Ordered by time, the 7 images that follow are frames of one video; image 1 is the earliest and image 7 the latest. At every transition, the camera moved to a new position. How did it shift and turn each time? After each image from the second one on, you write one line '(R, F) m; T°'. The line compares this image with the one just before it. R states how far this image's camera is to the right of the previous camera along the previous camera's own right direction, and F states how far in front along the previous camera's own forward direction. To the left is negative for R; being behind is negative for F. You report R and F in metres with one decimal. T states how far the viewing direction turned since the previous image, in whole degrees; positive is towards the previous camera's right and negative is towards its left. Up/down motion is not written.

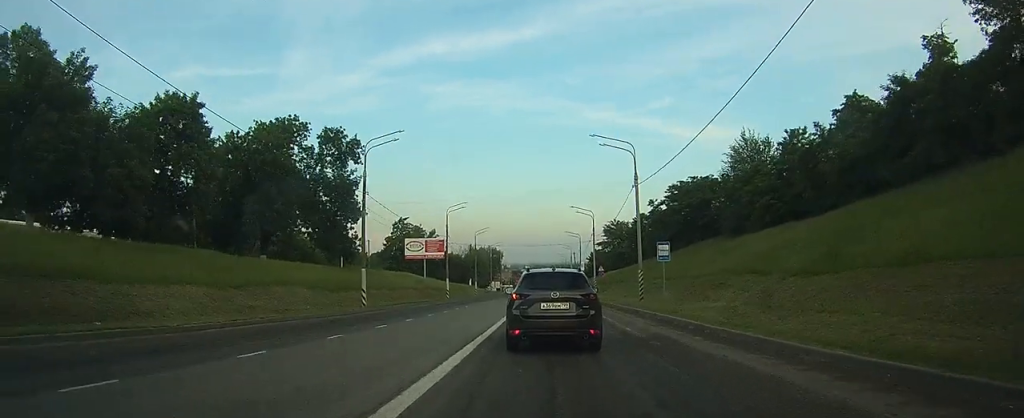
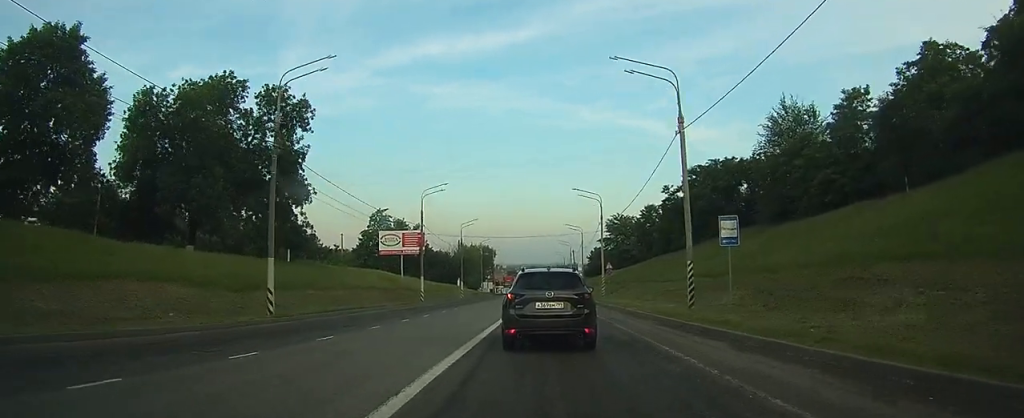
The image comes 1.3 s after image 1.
(+0.1, +12.0) m; +1°
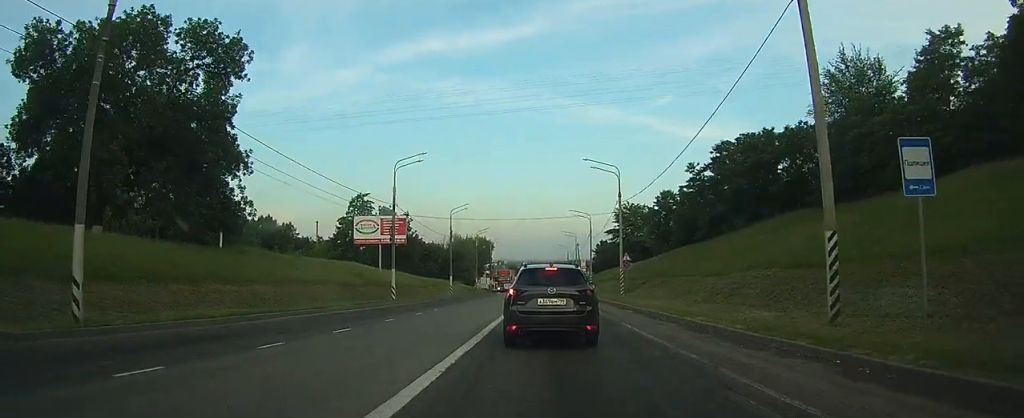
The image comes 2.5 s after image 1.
(0.0, +10.8) m; 0°
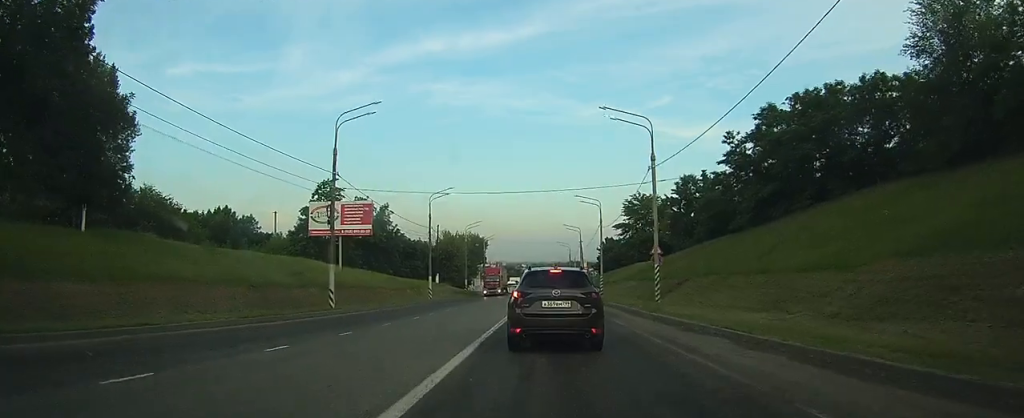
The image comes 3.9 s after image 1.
(-0.1, +12.6) m; -1°
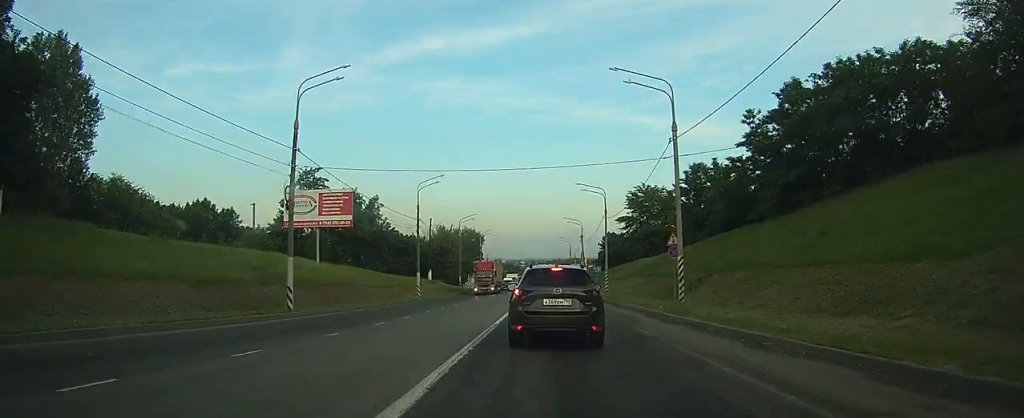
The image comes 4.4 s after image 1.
(0.0, +5.2) m; 0°
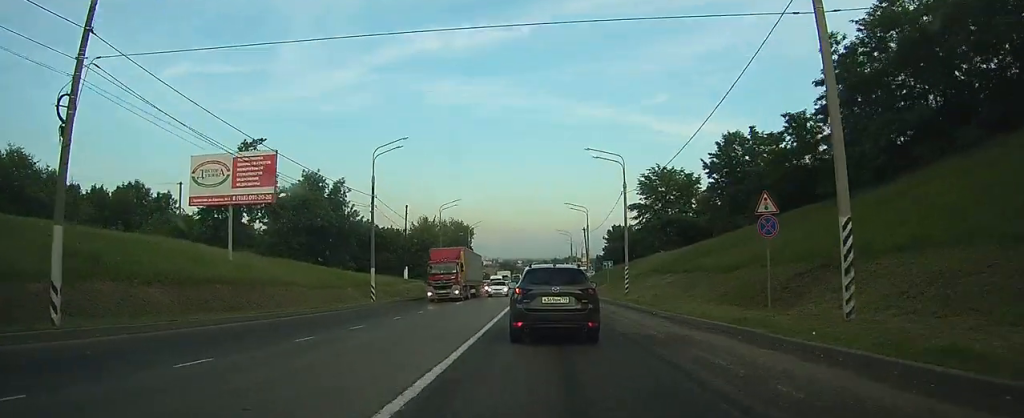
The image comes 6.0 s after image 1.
(+0.1, +13.9) m; +1°
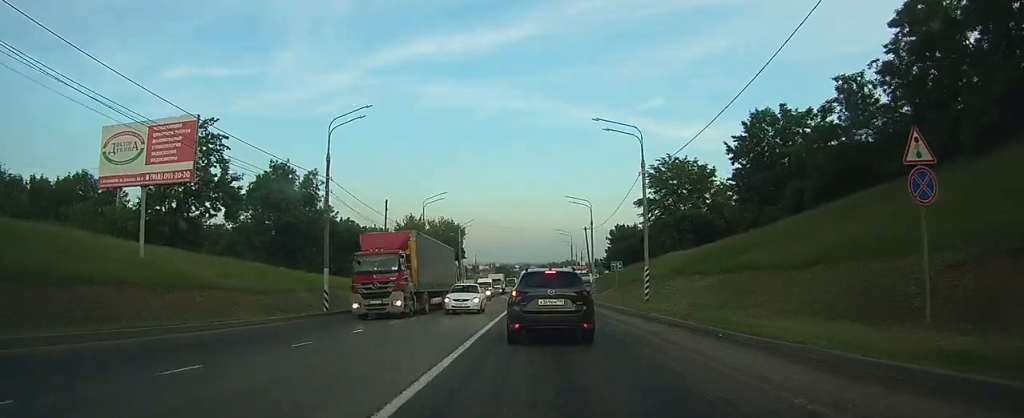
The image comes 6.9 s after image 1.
(+0.1, +8.1) m; +1°
